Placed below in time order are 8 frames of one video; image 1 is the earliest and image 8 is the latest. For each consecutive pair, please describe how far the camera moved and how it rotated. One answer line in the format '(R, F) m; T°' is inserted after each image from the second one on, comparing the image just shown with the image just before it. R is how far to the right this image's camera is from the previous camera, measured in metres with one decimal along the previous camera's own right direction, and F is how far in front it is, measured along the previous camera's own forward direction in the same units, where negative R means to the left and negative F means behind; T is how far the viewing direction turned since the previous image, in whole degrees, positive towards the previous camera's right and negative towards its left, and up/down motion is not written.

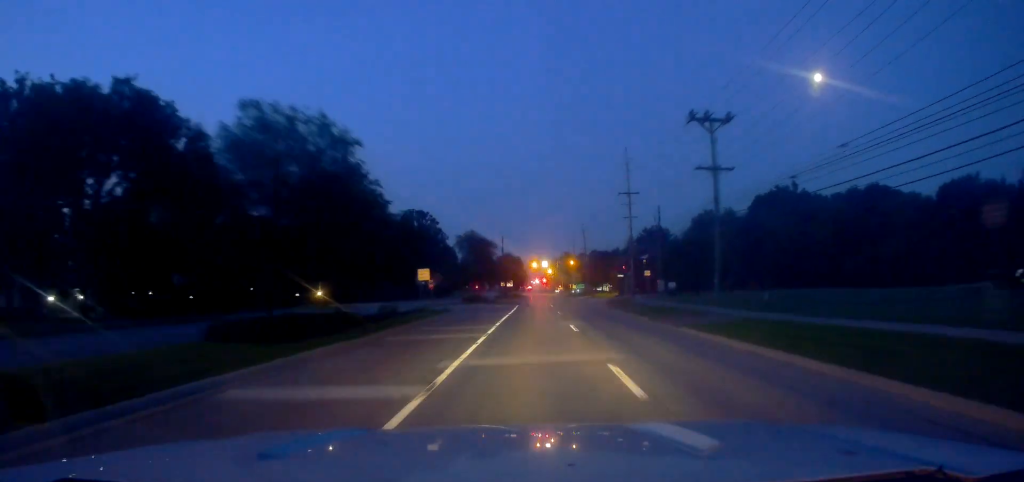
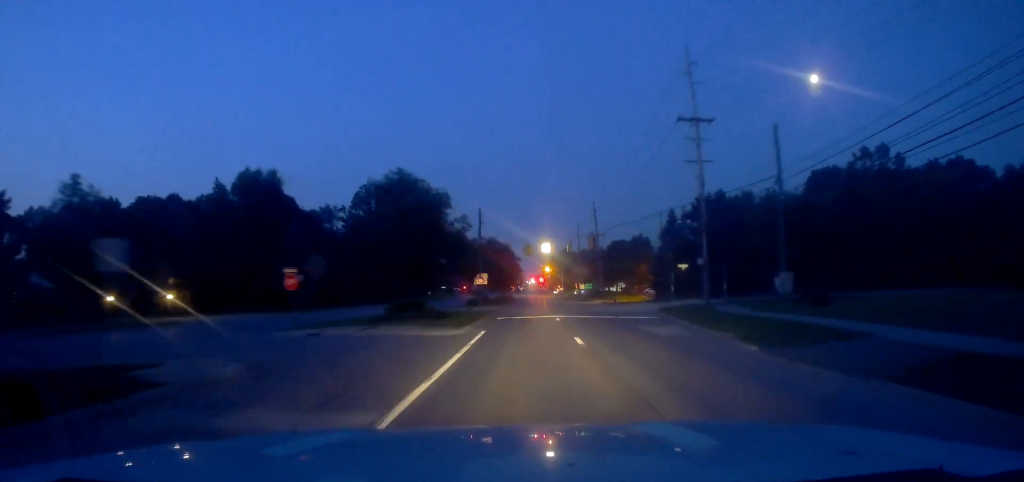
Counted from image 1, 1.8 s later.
(+0.5, +37.3) m; +1°
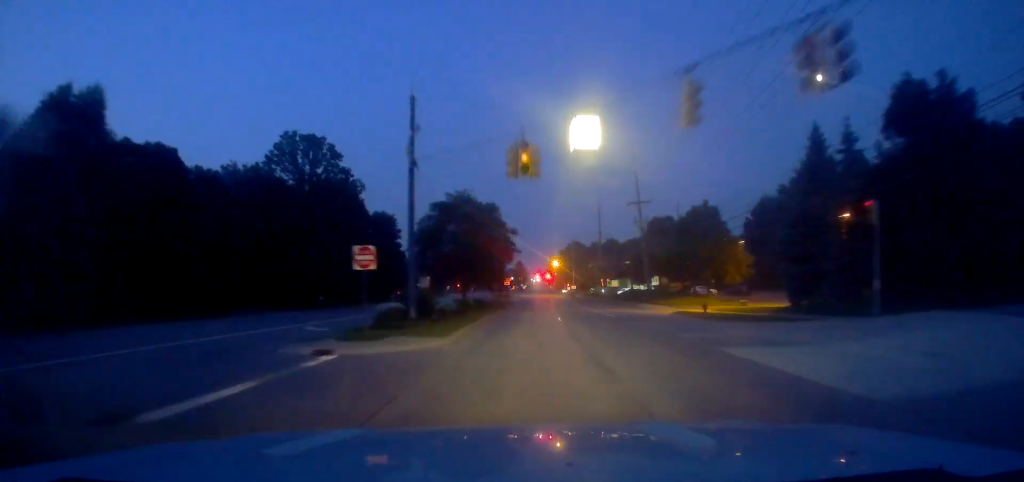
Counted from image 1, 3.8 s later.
(-0.7, +41.3) m; -1°
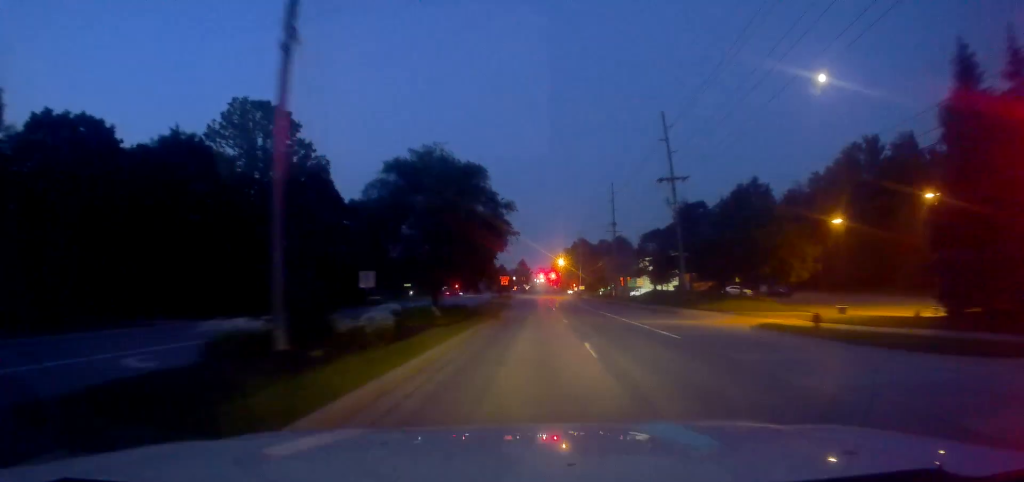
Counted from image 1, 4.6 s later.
(+0.6, +15.7) m; +1°
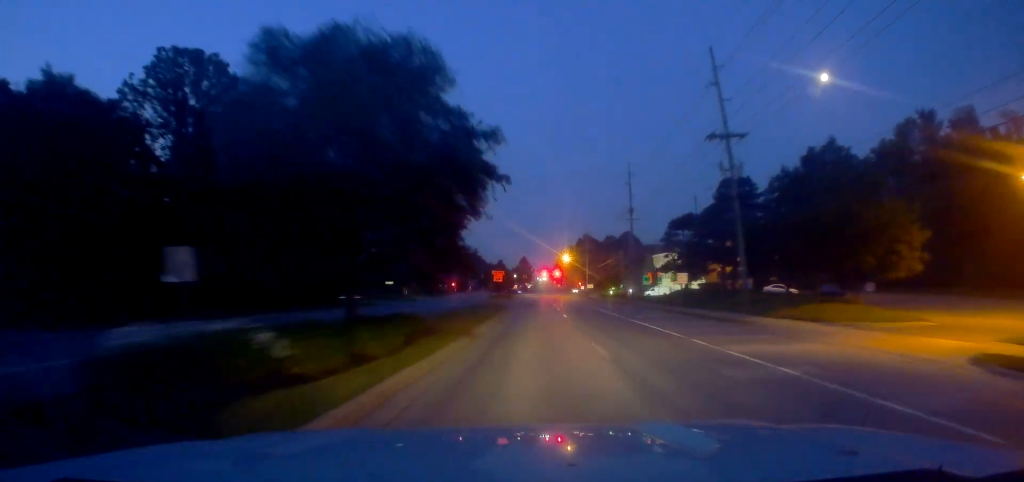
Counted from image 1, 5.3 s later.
(-0.1, +15.7) m; -1°
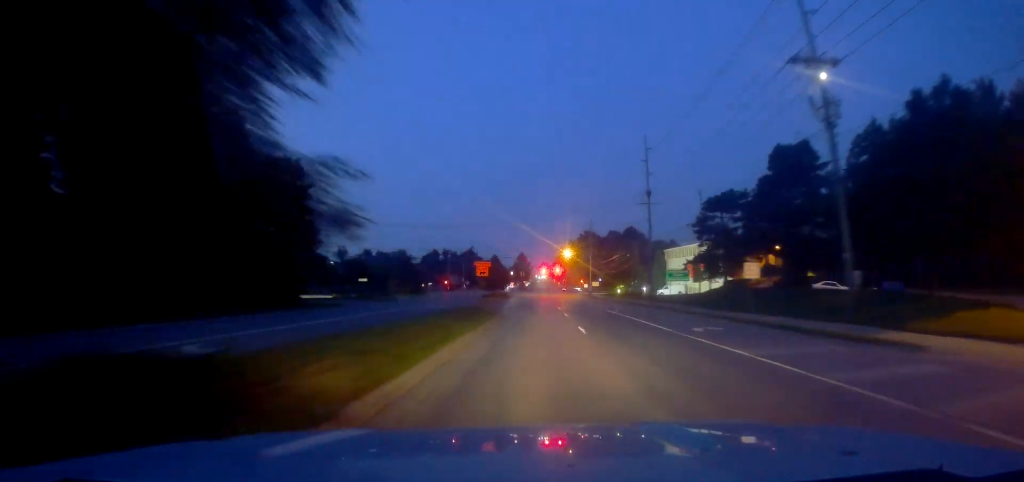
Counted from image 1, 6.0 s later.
(-0.2, +14.2) m; -1°
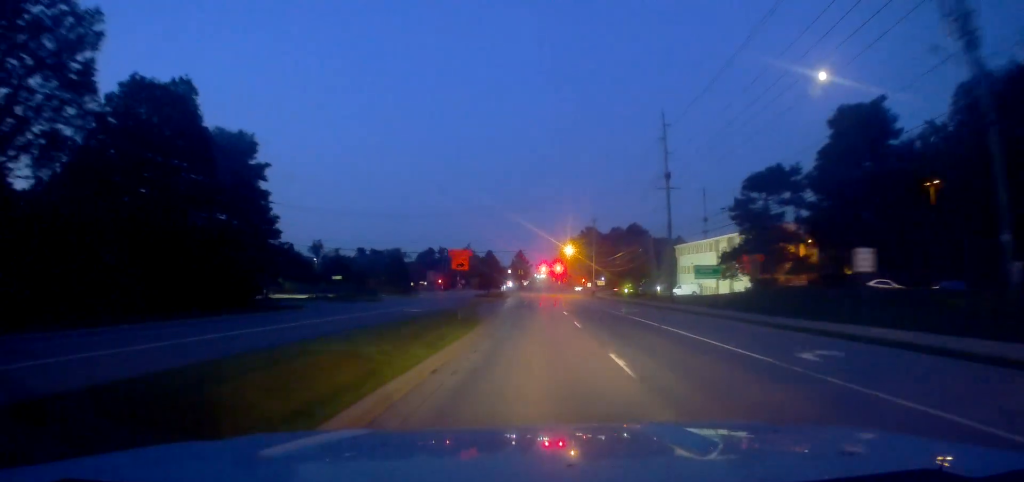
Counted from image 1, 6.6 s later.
(-0.3, +10.7) m; +1°
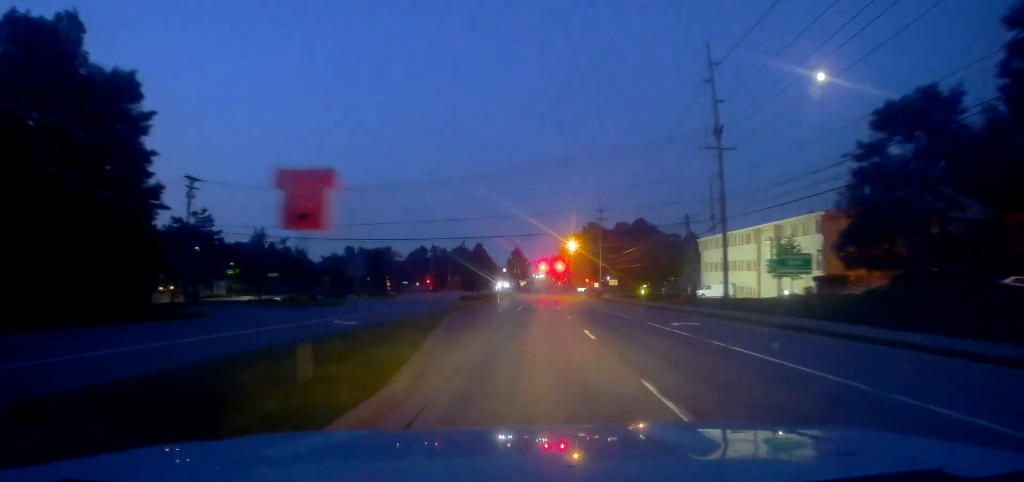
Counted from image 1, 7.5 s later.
(+0.5, +18.1) m; 0°
